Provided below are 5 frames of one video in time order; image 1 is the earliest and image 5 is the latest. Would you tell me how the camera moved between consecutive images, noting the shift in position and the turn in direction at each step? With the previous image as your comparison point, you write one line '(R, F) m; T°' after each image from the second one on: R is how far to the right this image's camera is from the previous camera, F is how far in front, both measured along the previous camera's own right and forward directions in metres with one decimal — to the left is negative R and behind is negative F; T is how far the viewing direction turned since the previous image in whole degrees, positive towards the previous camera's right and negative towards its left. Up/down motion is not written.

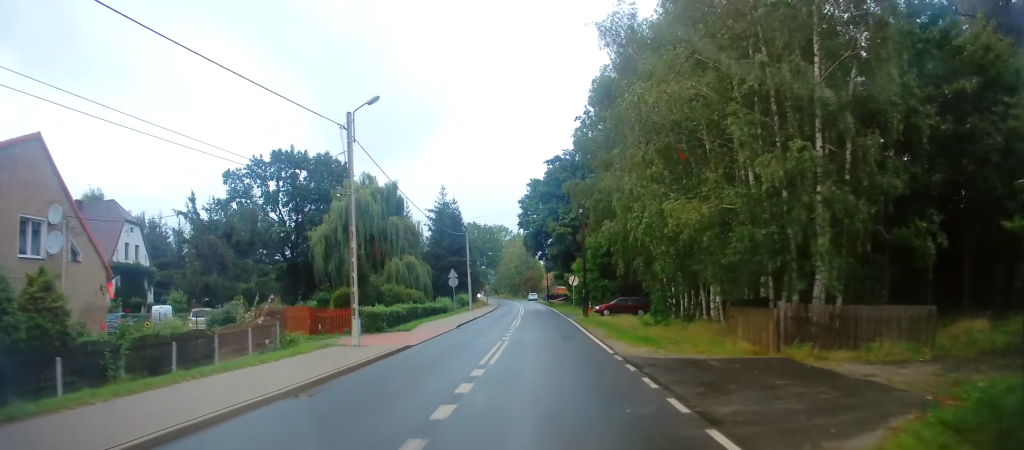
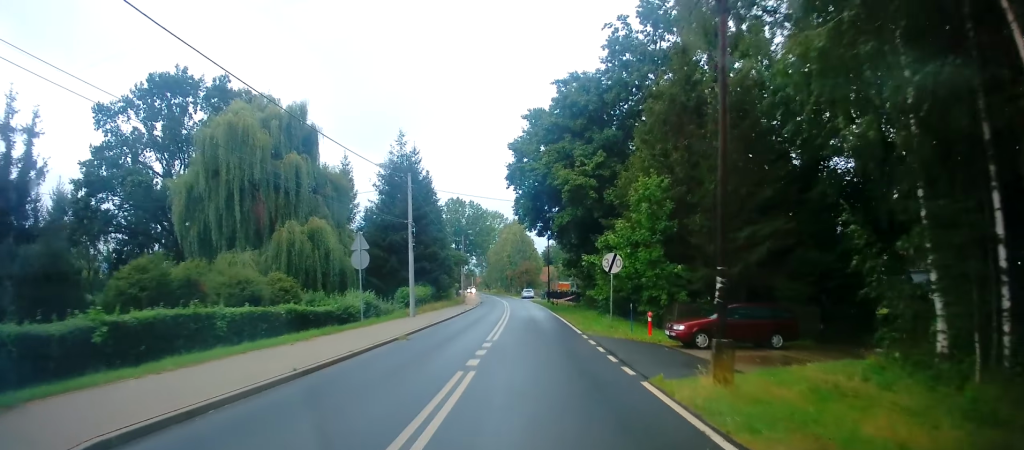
(0.0, +25.4) m; -1°
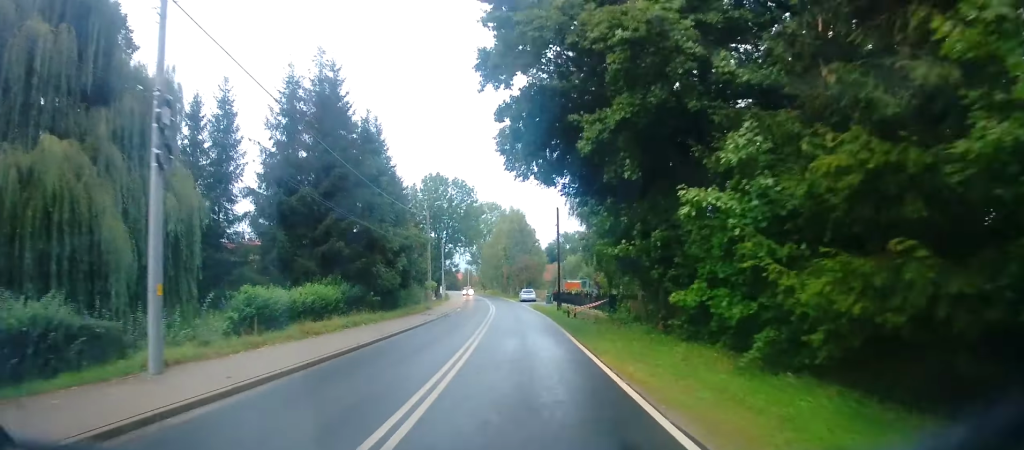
(+0.5, +22.0) m; +1°
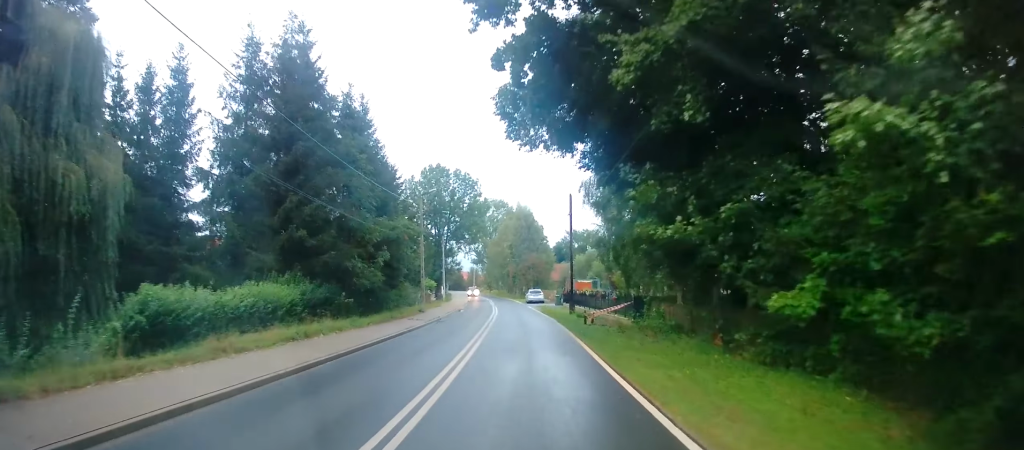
(-0.1, +5.5) m; -1°
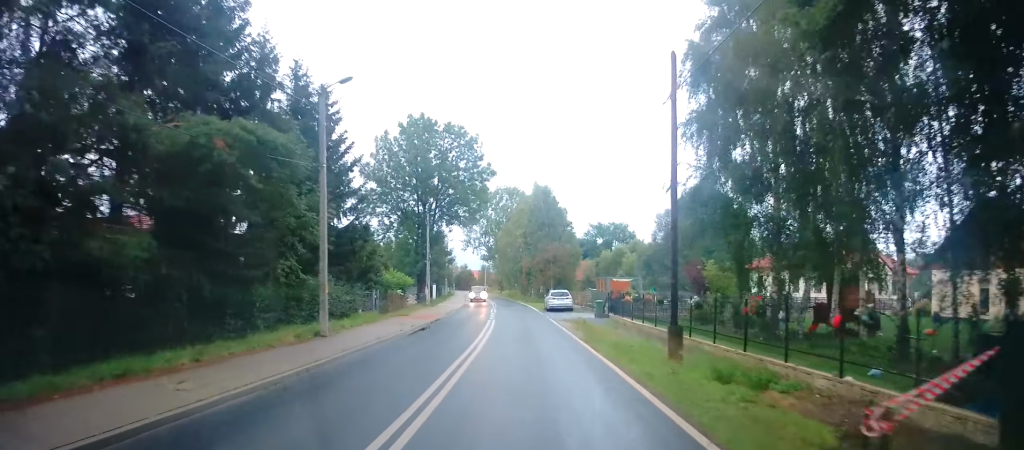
(-0.3, +20.9) m; -1°
